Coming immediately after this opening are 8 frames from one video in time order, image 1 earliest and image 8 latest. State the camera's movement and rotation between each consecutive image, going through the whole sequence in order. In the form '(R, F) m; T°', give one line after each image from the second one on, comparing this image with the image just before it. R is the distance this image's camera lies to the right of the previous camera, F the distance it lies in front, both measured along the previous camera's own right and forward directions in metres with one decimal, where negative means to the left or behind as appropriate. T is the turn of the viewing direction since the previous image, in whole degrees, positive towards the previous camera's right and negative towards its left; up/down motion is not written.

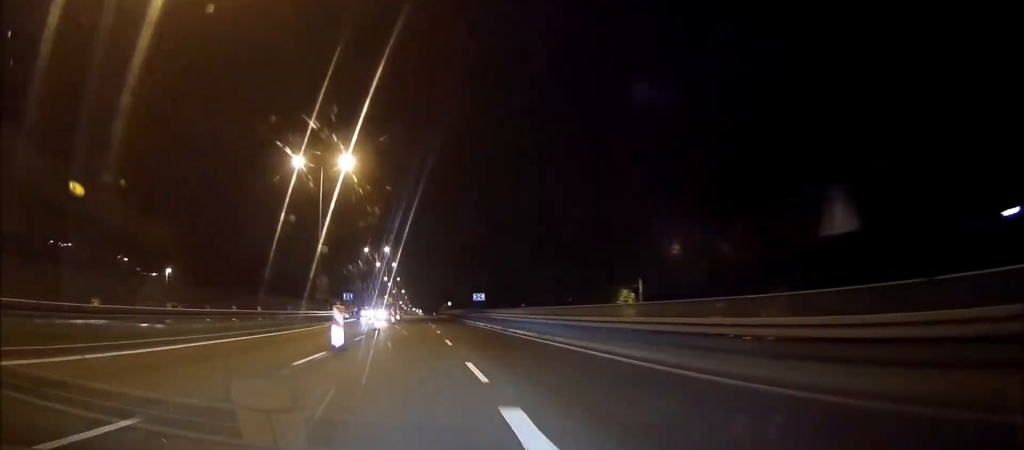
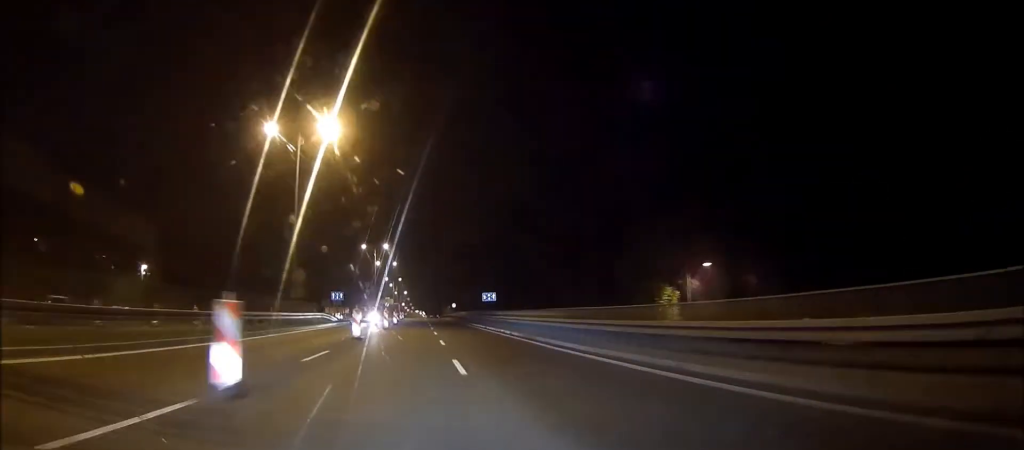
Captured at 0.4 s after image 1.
(0.0, +10.7) m; 0°
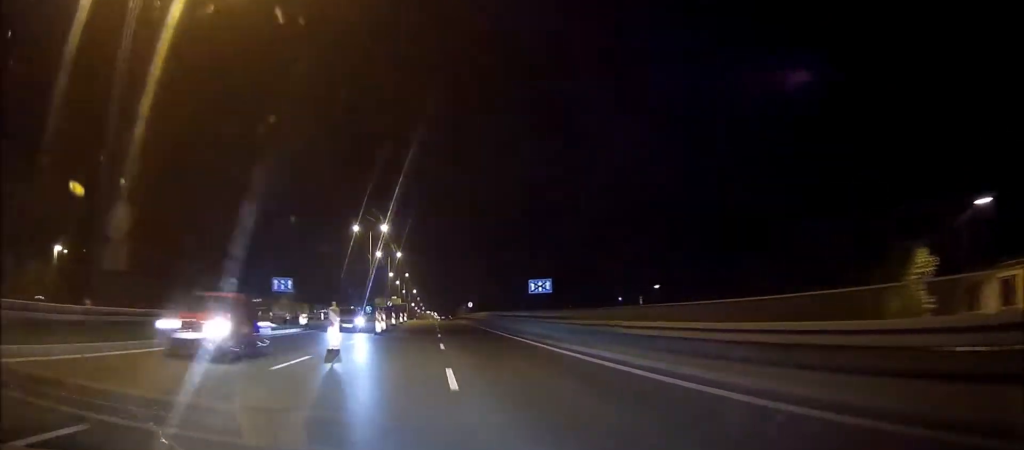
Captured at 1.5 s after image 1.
(0.0, +27.4) m; 0°
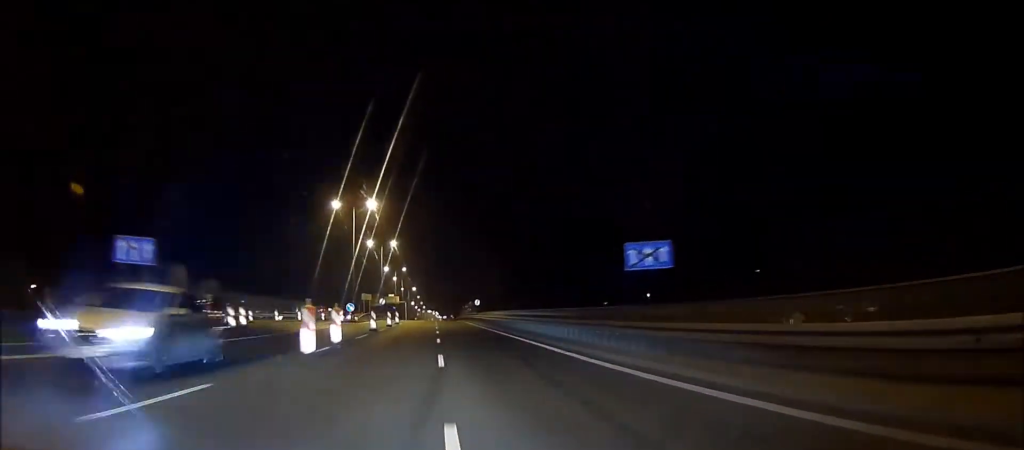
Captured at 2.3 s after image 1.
(0.0, +19.4) m; 0°
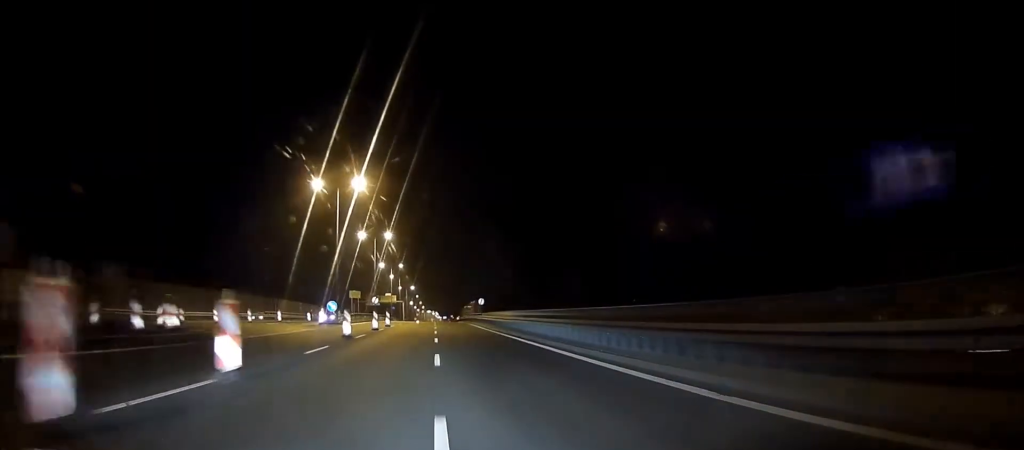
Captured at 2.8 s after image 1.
(-0.1, +12.0) m; 0°
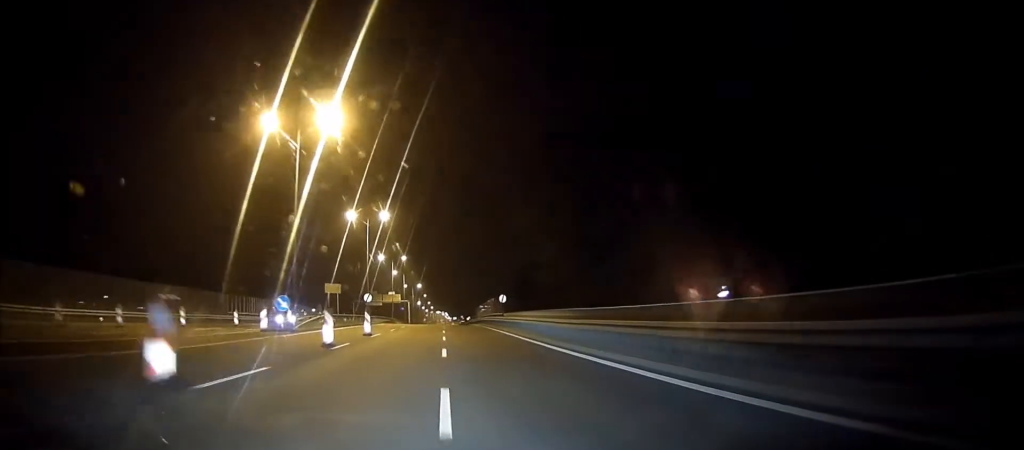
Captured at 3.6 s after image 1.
(-0.1, +21.6) m; 0°
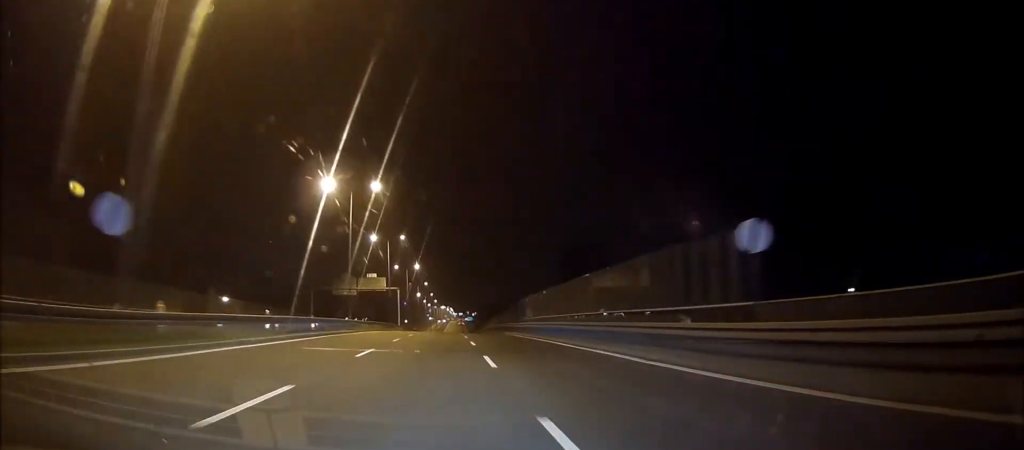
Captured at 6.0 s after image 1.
(+0.8, +64.8) m; +1°
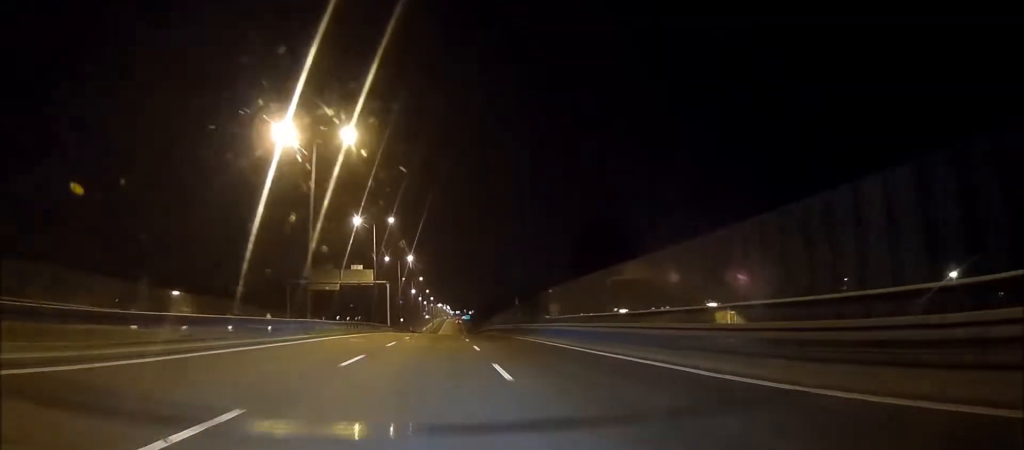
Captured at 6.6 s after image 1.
(0.0, +15.3) m; 0°
